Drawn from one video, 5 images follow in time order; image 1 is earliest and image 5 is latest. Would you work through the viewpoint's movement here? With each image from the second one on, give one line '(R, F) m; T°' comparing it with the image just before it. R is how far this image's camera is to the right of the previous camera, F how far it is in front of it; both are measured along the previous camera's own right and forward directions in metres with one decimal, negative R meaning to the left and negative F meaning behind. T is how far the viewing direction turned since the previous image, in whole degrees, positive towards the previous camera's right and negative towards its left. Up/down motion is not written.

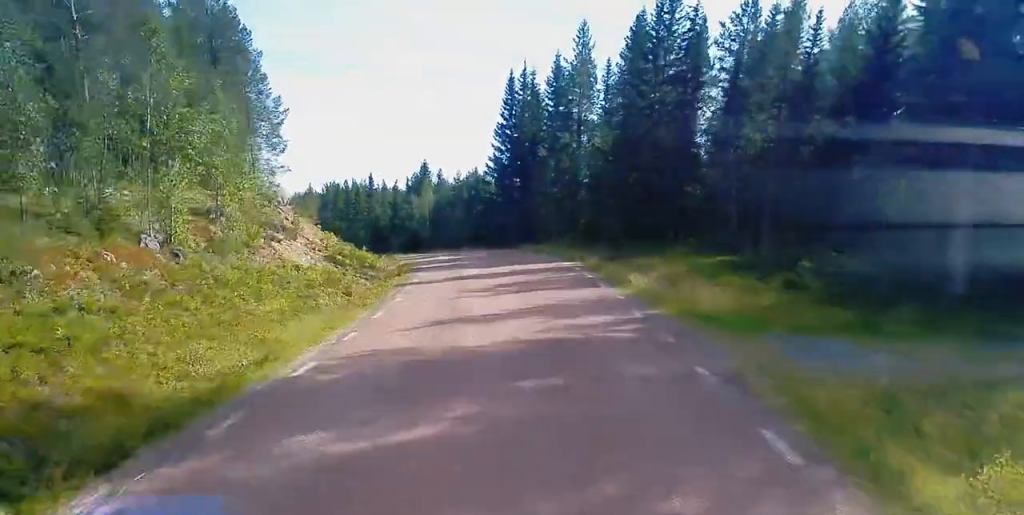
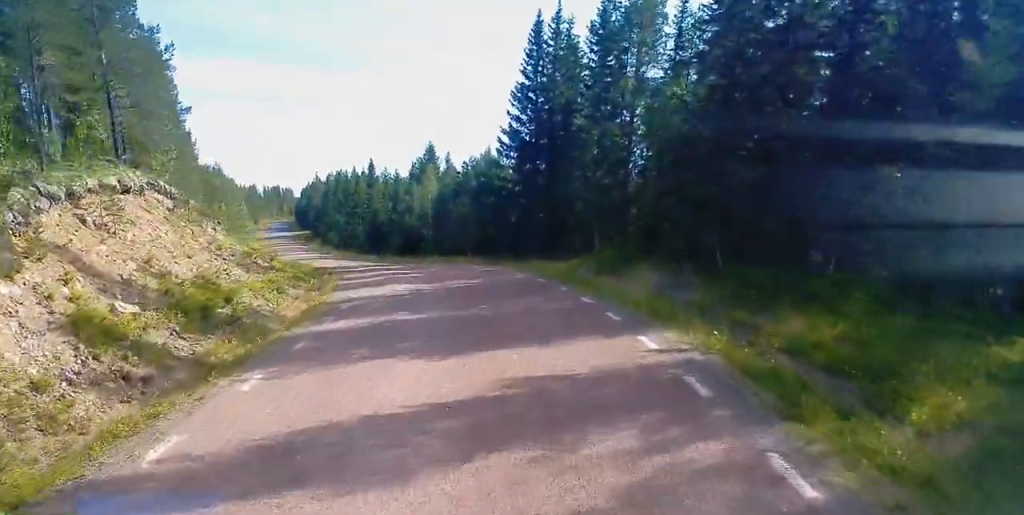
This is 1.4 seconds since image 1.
(0.0, +19.6) m; -3°
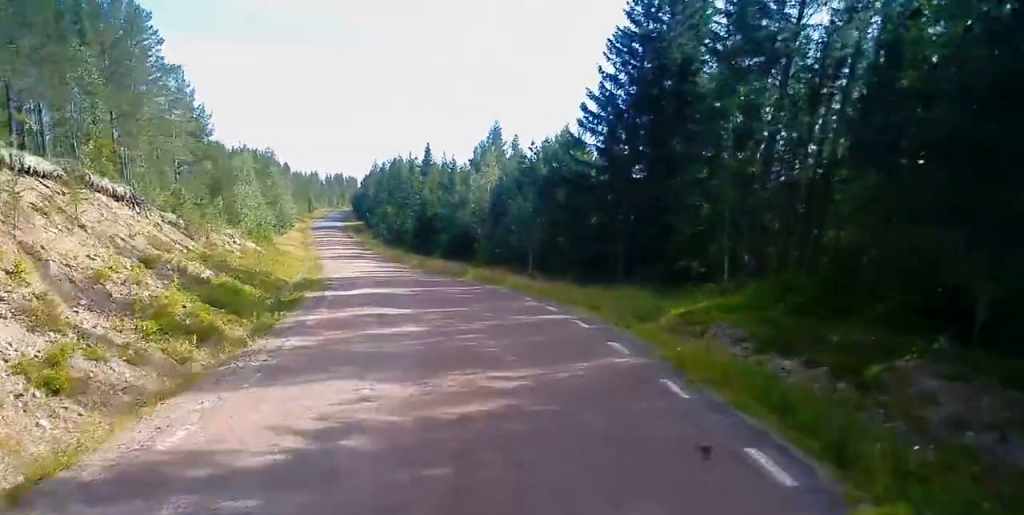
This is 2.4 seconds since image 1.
(-0.7, +15.2) m; -3°
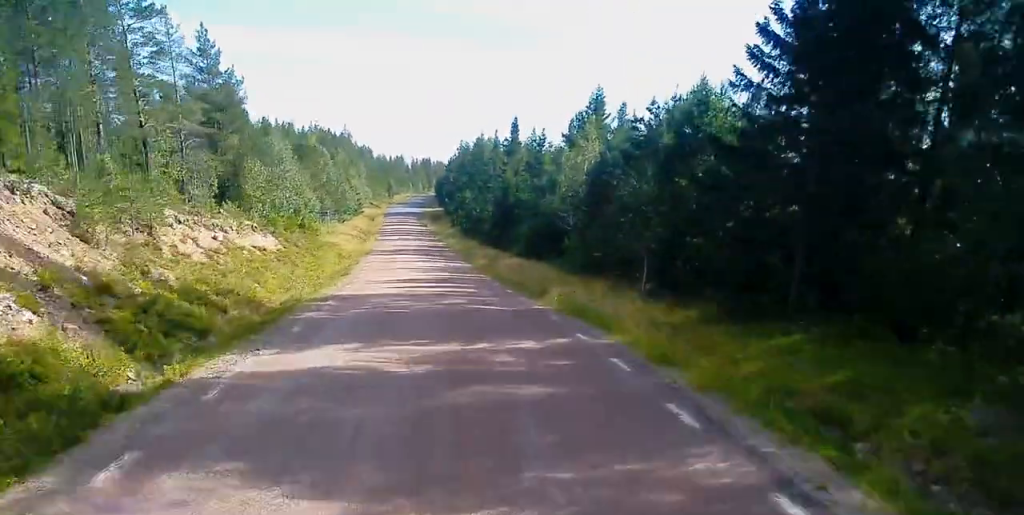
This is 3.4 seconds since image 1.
(0.0, +14.0) m; -7°
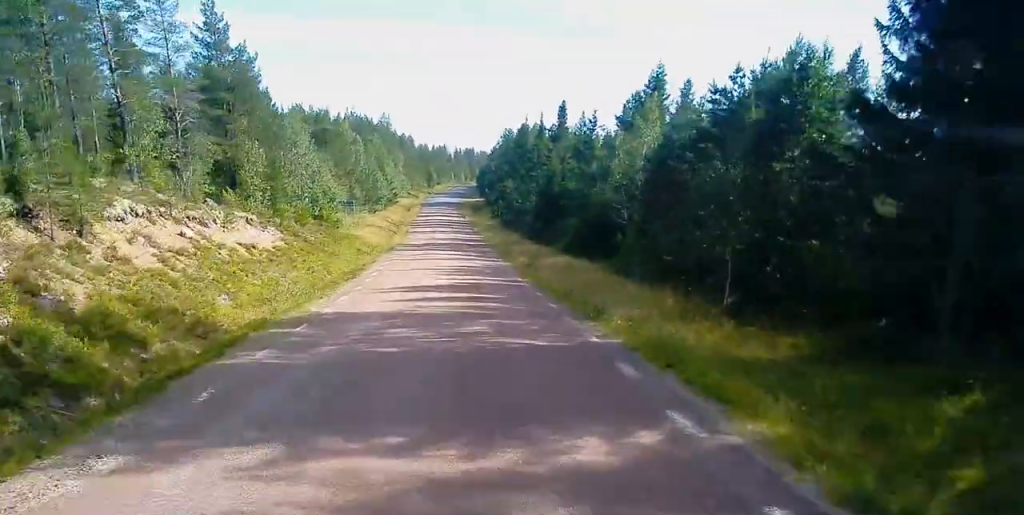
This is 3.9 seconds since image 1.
(-0.7, +6.7) m; -4°
